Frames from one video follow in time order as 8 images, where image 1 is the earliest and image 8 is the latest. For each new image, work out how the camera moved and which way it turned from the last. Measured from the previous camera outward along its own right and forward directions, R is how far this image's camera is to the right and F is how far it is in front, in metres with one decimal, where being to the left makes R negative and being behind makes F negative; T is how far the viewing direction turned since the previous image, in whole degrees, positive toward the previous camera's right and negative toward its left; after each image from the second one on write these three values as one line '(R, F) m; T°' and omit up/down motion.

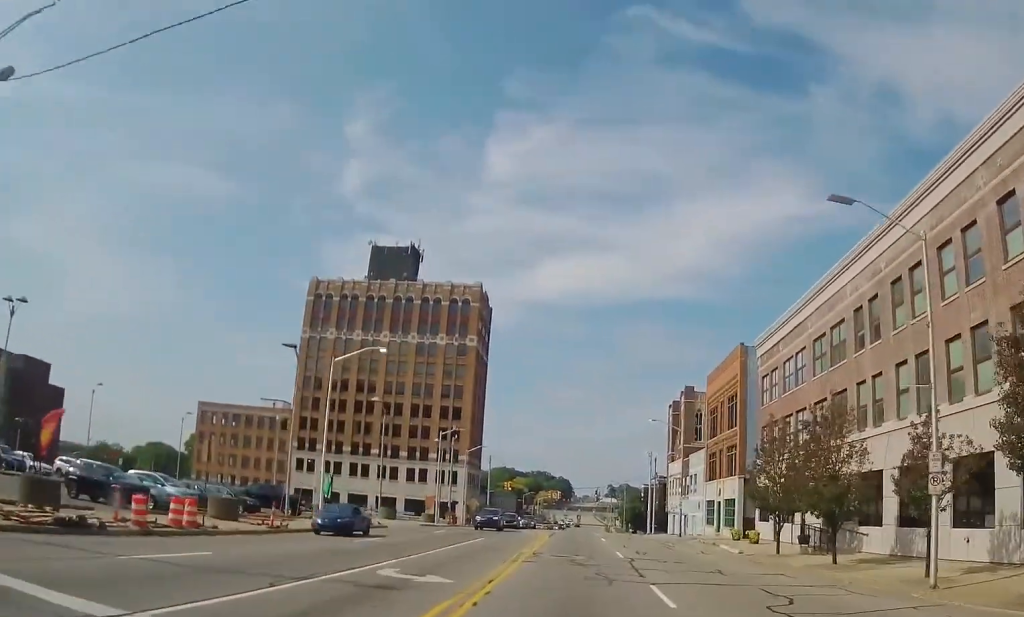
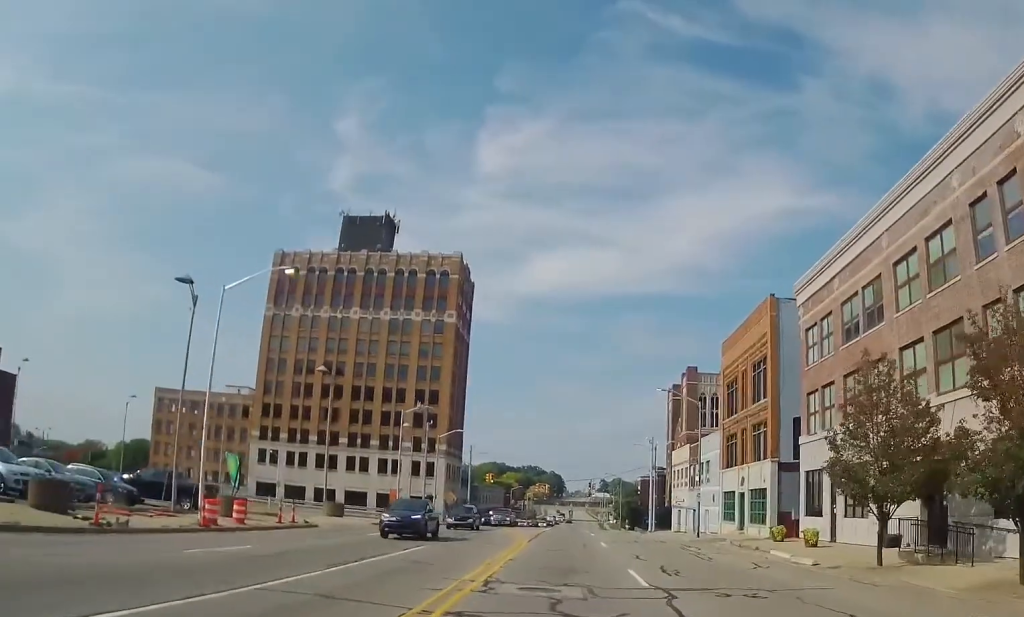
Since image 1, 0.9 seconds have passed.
(0.0, +12.1) m; 0°
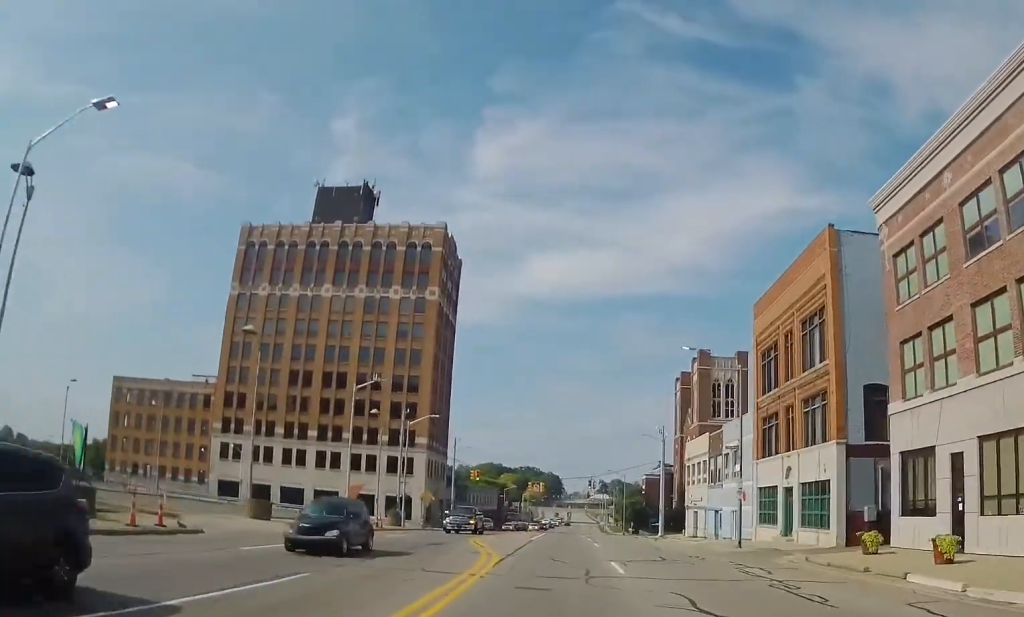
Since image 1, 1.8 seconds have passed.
(+0.1, +12.1) m; 0°
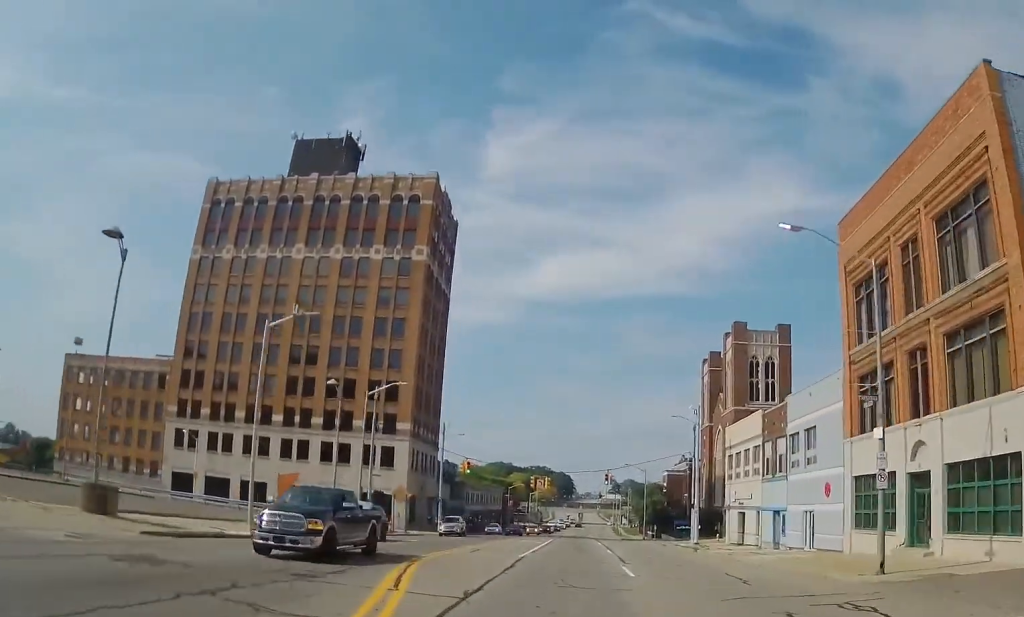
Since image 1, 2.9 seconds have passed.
(-0.2, +15.3) m; -1°
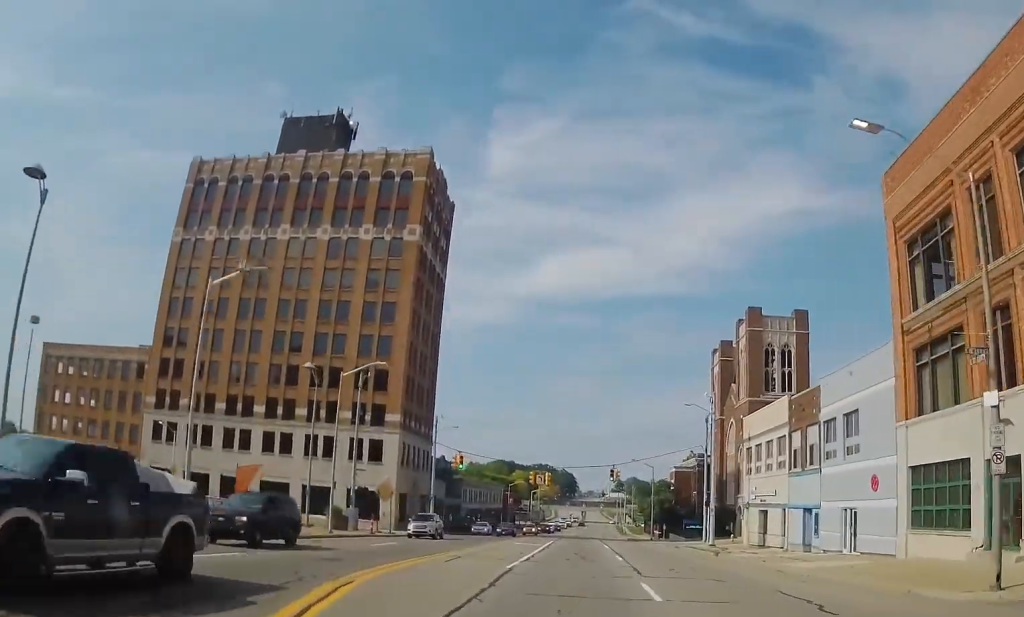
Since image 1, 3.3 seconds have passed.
(-0.2, +5.7) m; 0°
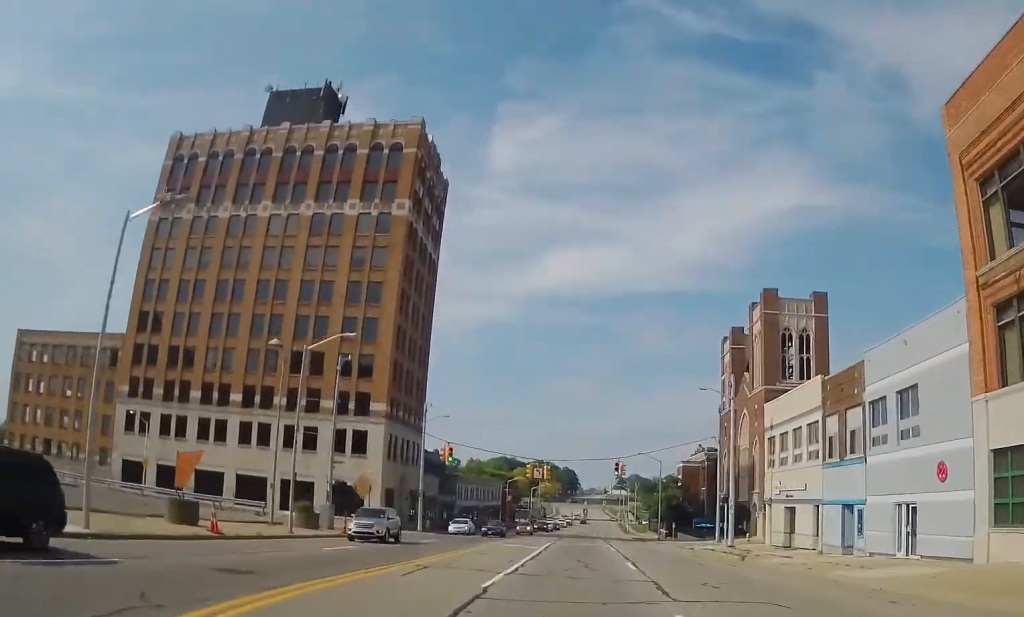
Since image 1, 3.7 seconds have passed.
(0.0, +6.0) m; +1°
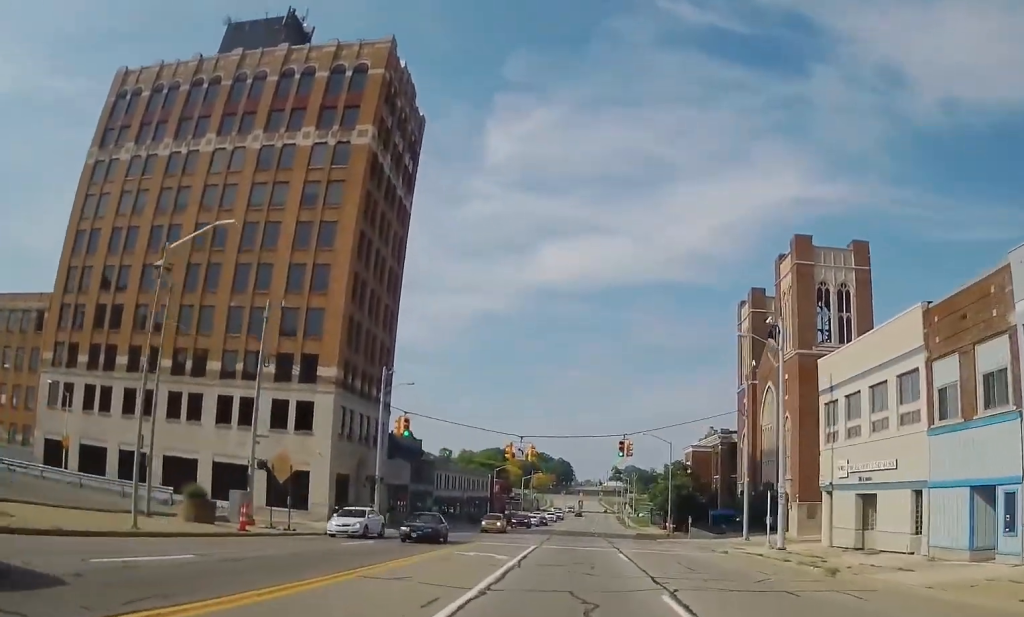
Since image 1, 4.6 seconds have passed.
(+0.4, +12.7) m; +2°
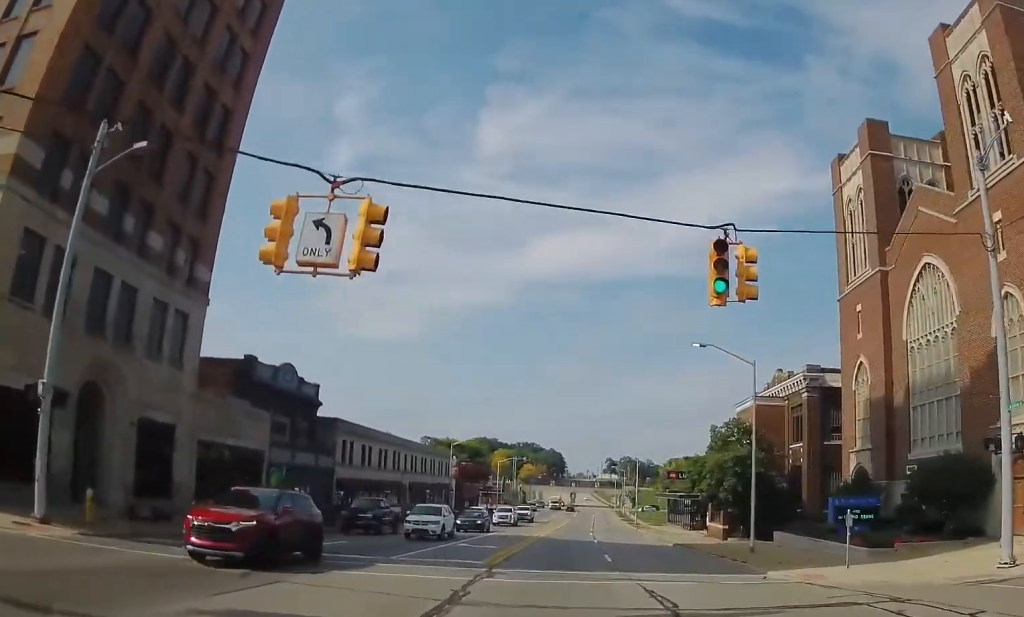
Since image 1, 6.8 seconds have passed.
(-1.0, +34.2) m; -3°
